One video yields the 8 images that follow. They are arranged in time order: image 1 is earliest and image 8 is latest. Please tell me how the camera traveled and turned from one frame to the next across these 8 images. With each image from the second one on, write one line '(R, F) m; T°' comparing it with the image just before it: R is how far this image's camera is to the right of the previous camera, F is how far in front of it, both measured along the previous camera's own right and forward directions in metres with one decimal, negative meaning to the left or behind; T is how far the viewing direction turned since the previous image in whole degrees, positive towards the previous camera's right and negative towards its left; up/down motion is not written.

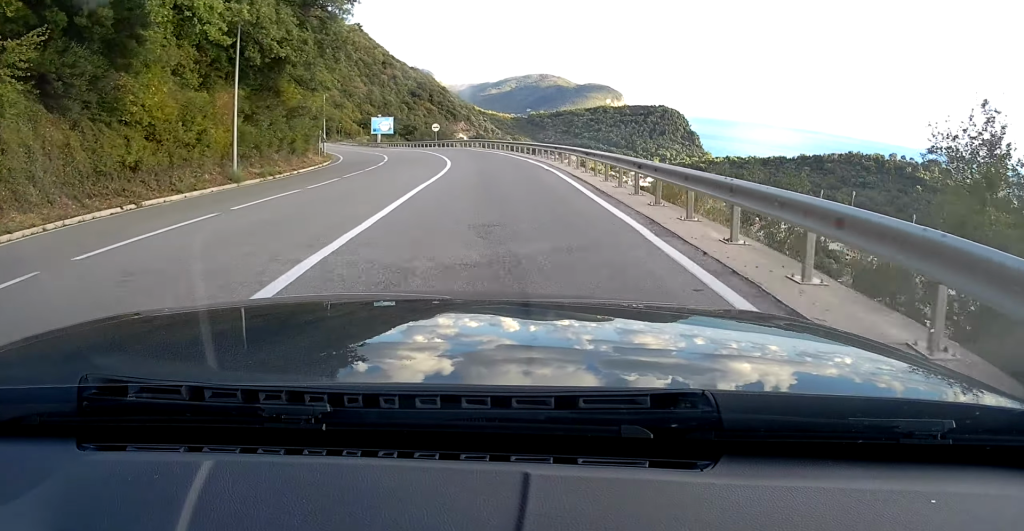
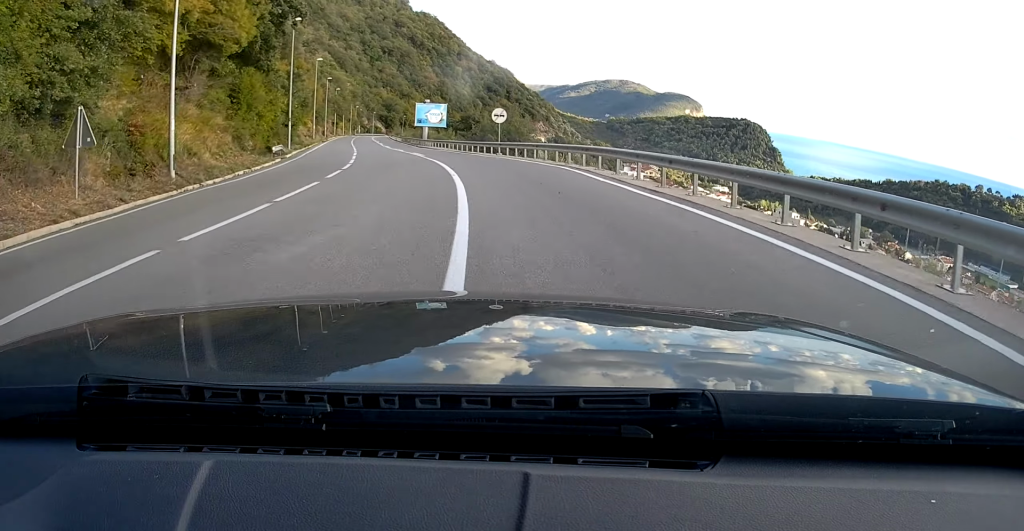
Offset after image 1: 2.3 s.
(-2.1, +38.6) m; -8°
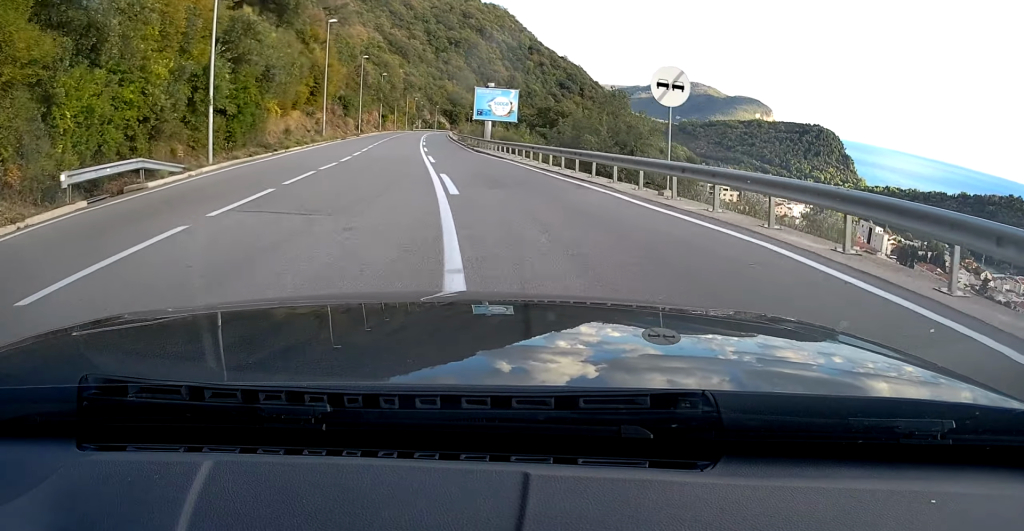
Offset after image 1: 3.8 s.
(-1.3, +26.1) m; -5°
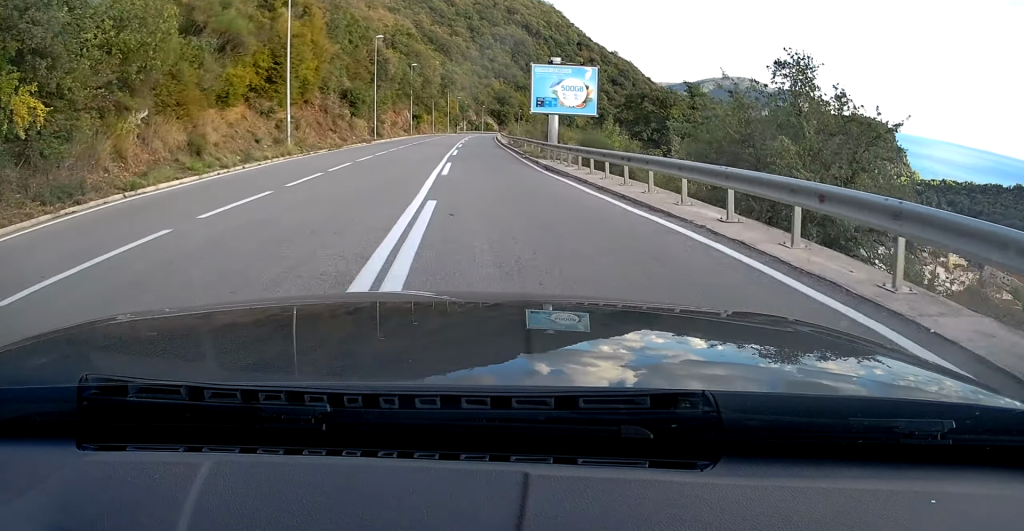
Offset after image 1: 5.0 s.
(-0.7, +22.6) m; -3°
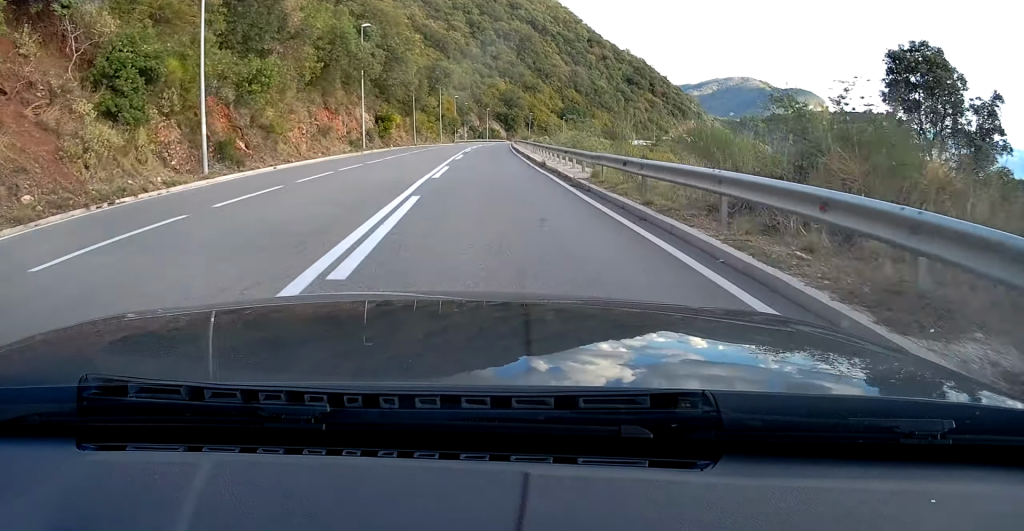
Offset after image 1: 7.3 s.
(-0.5, +43.4) m; +1°
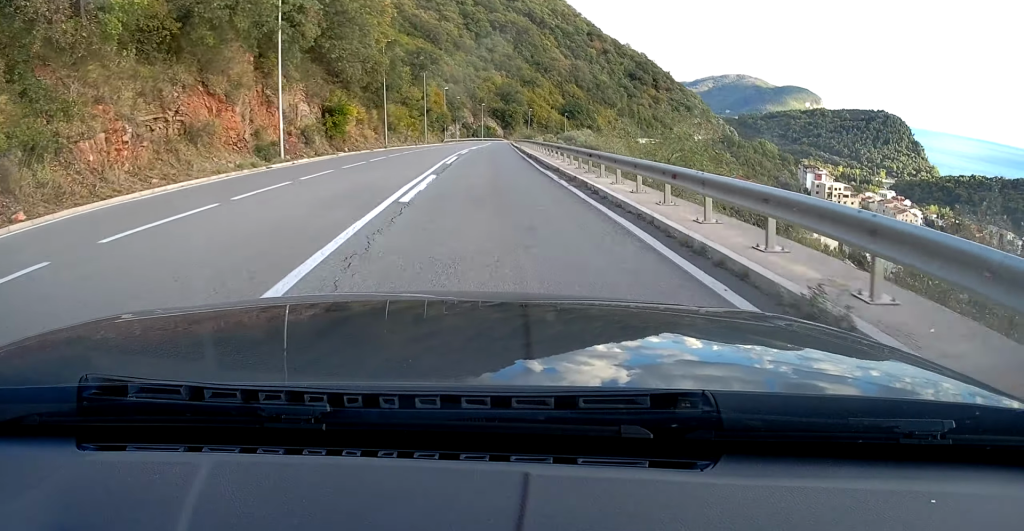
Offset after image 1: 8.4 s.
(+0.4, +22.3) m; +1°
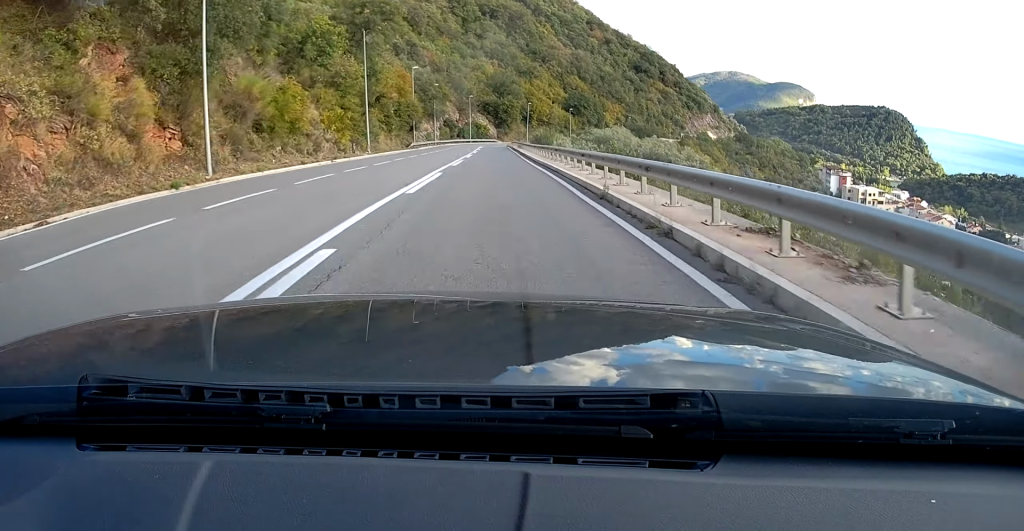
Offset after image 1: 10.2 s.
(+0.4, +38.9) m; 0°
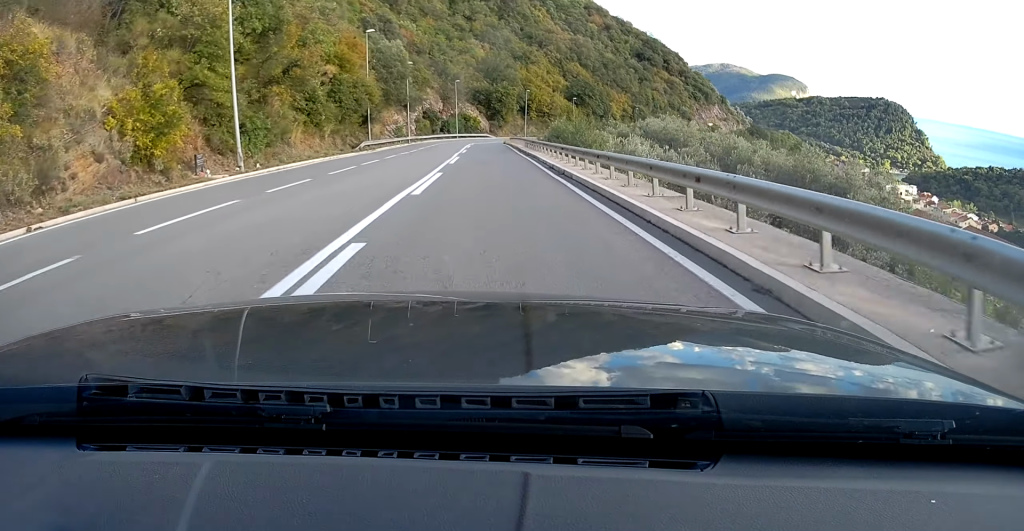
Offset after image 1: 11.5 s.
(0.0, +26.0) m; +1°
